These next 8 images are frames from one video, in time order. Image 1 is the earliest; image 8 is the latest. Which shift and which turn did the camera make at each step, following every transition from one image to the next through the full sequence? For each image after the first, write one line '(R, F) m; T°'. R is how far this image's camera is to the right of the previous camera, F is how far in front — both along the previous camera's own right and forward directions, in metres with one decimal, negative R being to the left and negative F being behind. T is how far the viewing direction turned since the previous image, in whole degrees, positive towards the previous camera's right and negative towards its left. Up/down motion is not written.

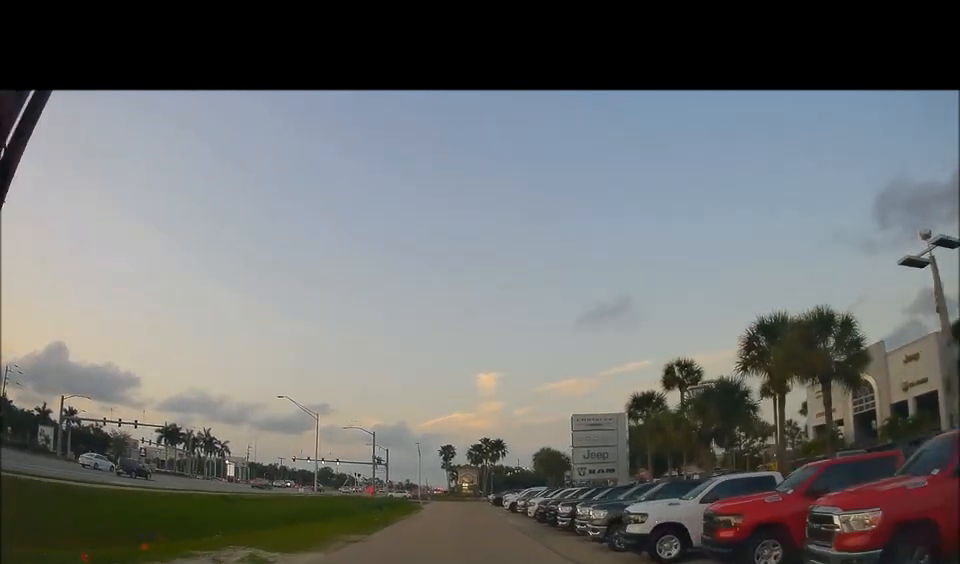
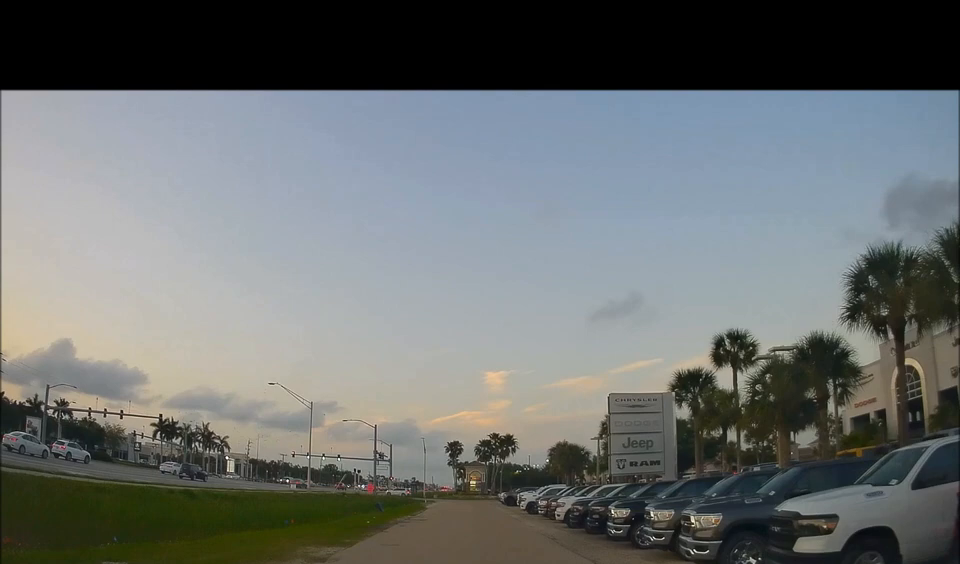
(-0.3, +5.8) m; 0°
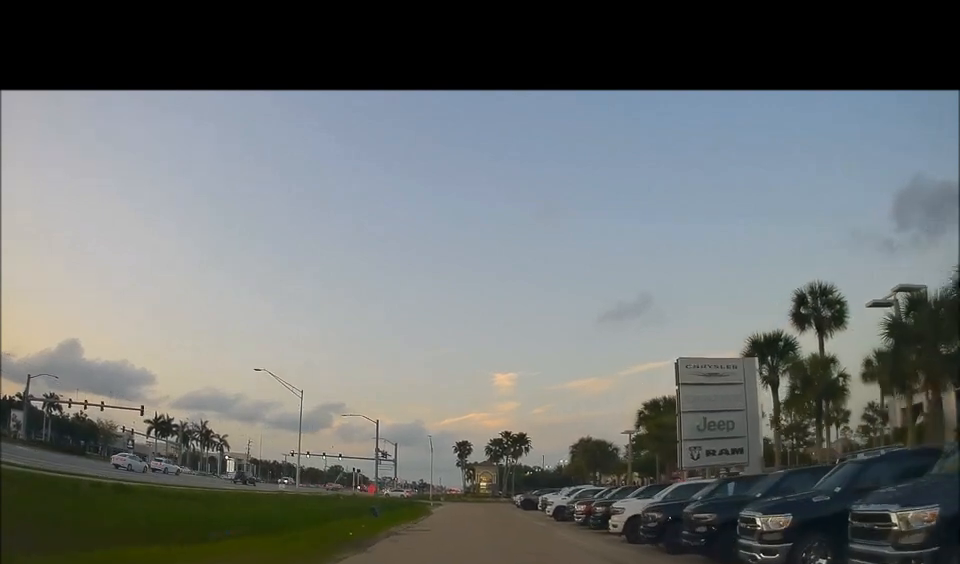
(+0.3, +6.7) m; 0°
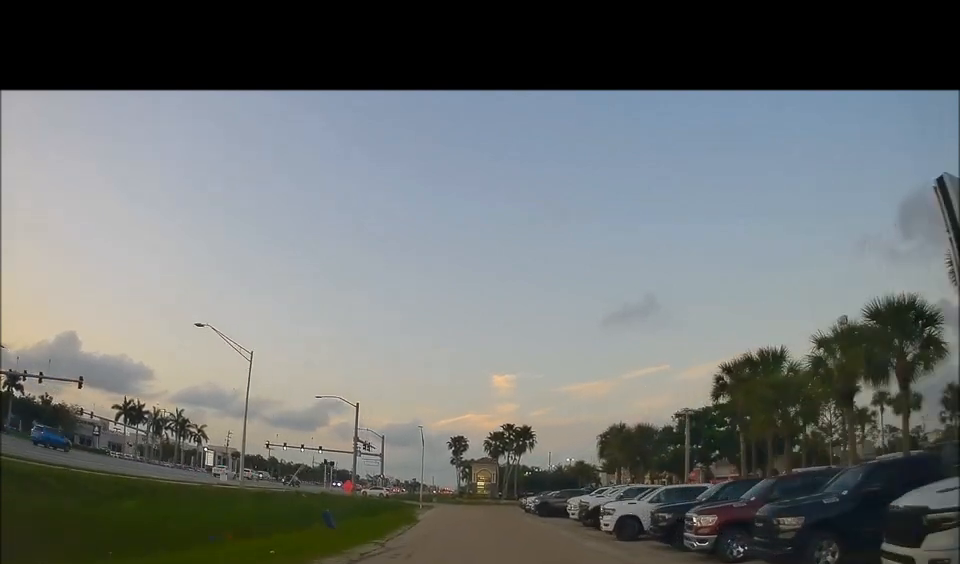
(-0.1, +12.0) m; 0°
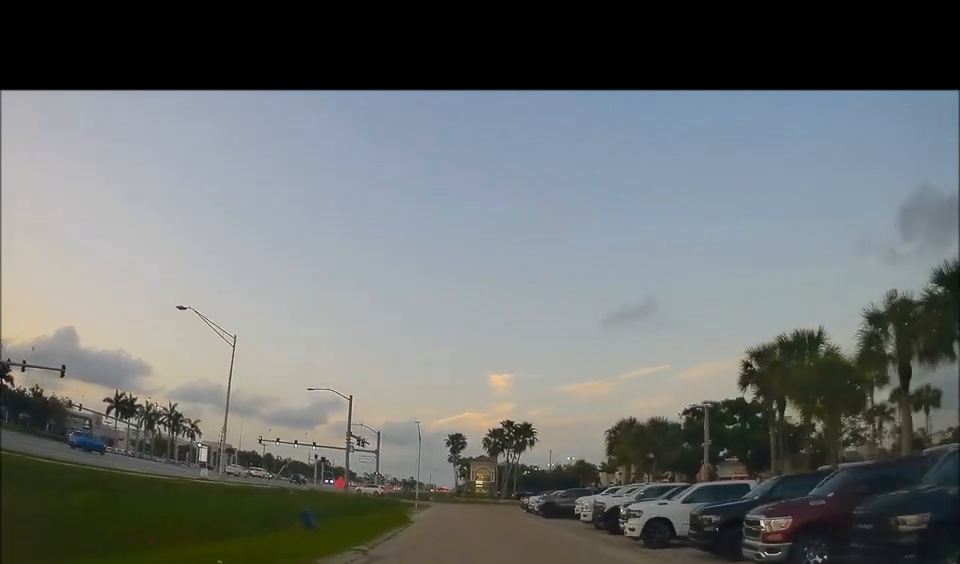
(+0.2, +2.8) m; 0°
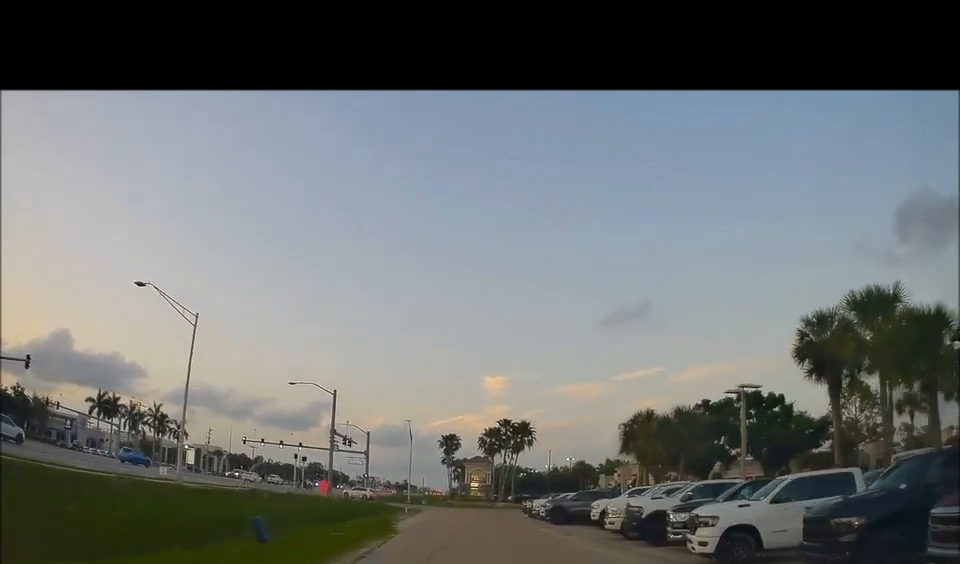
(-0.3, +4.9) m; -2°
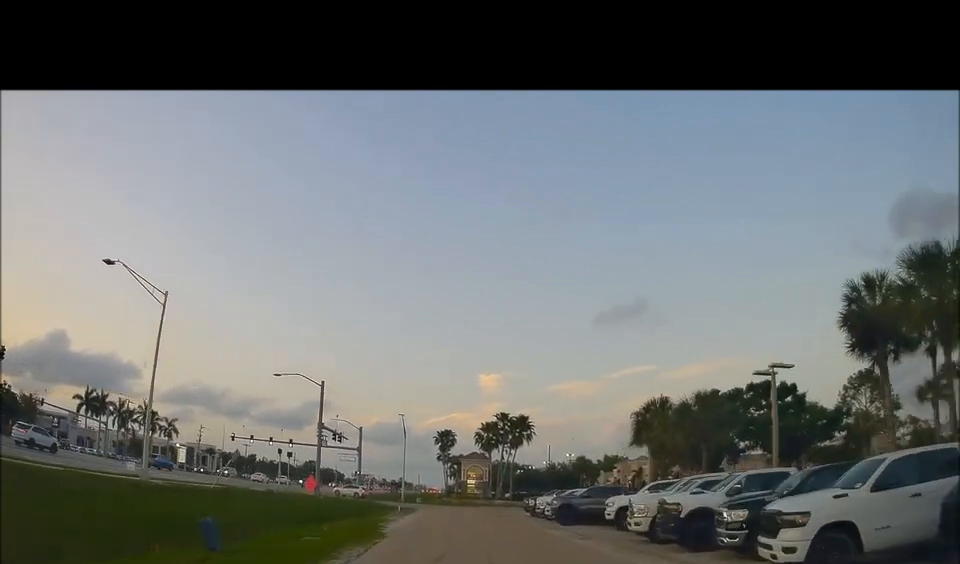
(-0.1, +3.3) m; -1°
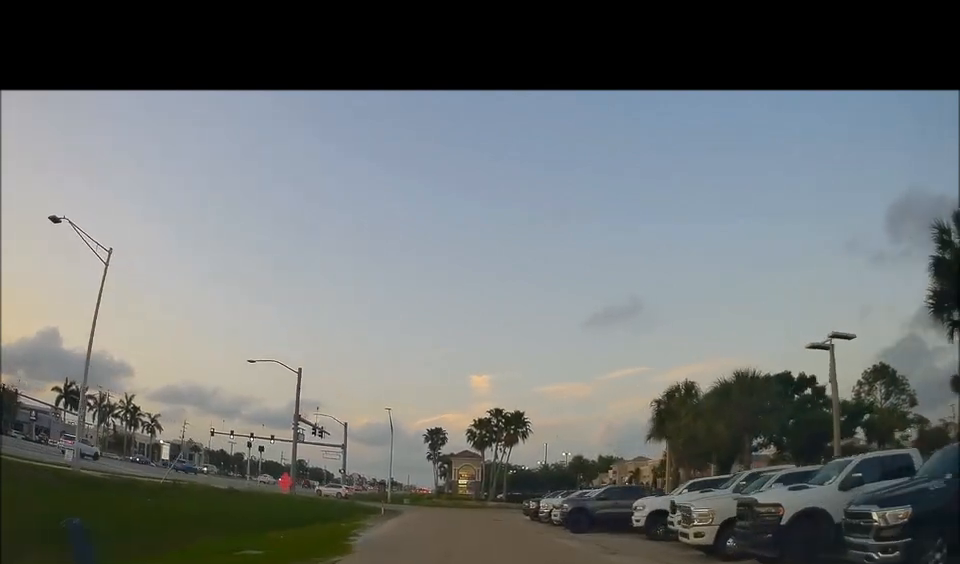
(0.0, +5.3) m; +2°
